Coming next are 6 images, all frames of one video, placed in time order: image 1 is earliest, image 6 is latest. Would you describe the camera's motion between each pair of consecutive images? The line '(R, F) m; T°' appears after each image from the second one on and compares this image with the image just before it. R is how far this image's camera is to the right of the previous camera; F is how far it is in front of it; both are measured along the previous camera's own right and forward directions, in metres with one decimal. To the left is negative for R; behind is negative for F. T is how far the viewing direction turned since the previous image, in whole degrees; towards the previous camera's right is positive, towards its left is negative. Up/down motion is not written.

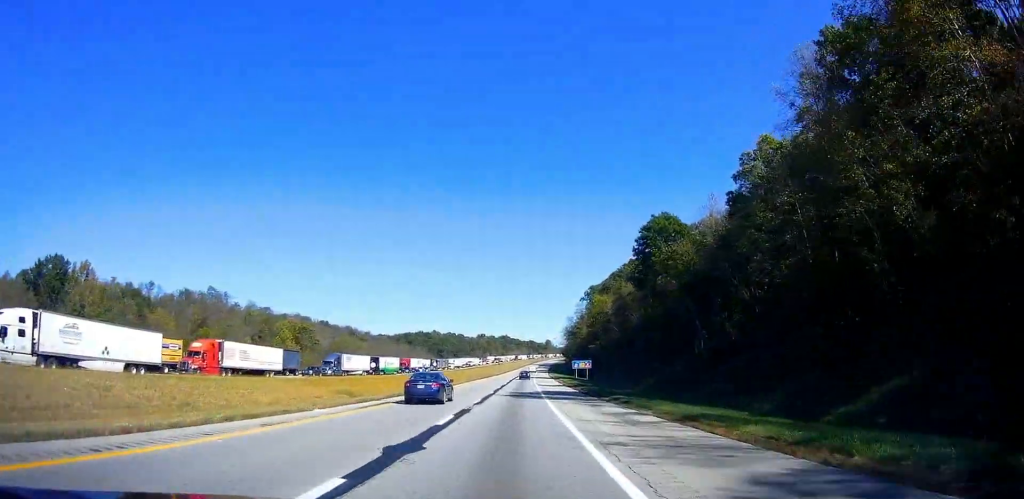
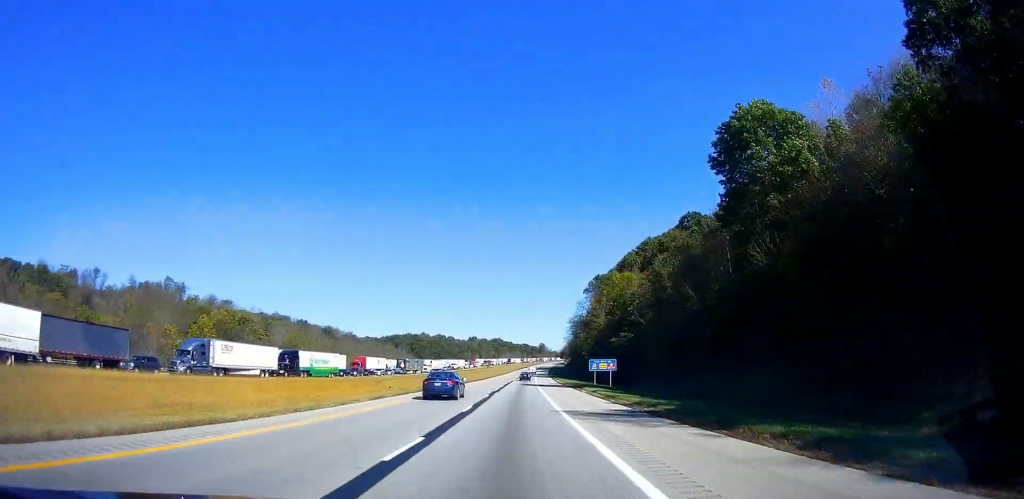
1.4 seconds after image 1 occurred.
(+0.2, +43.9) m; +2°
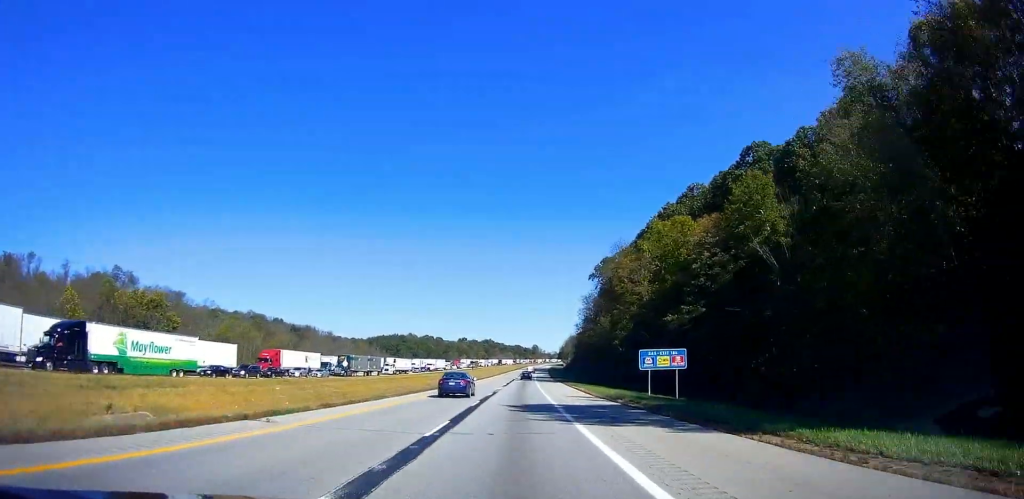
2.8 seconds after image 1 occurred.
(+0.5, +43.8) m; 0°
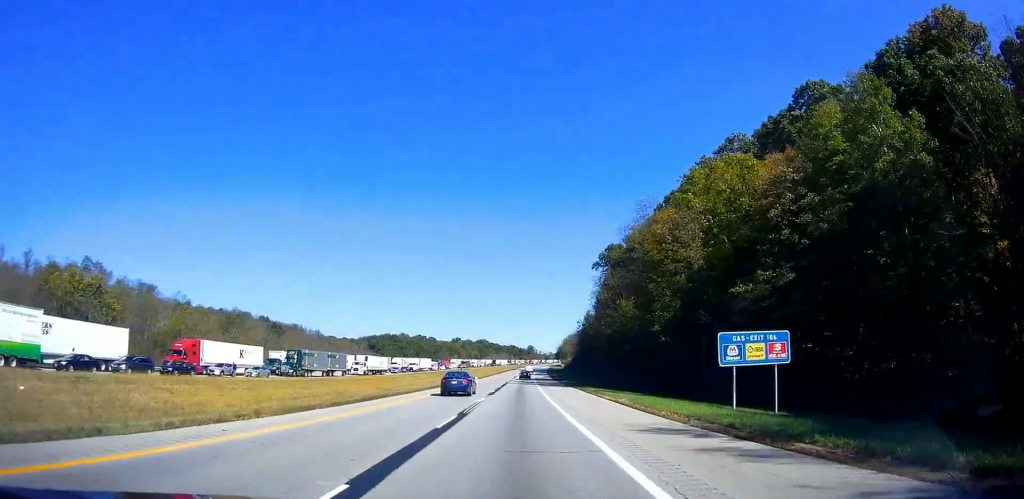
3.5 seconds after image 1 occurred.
(-0.4, +22.1) m; +1°
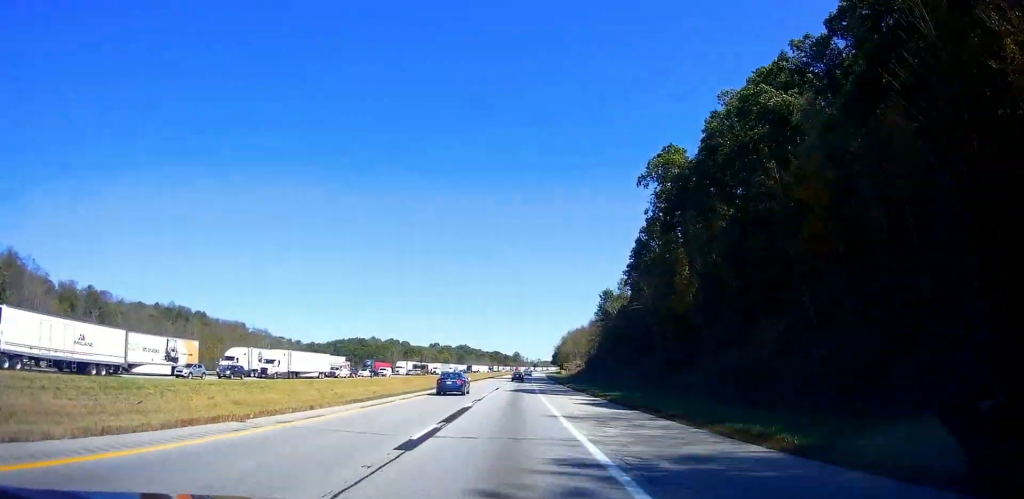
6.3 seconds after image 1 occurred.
(+2.2, +87.5) m; +2°
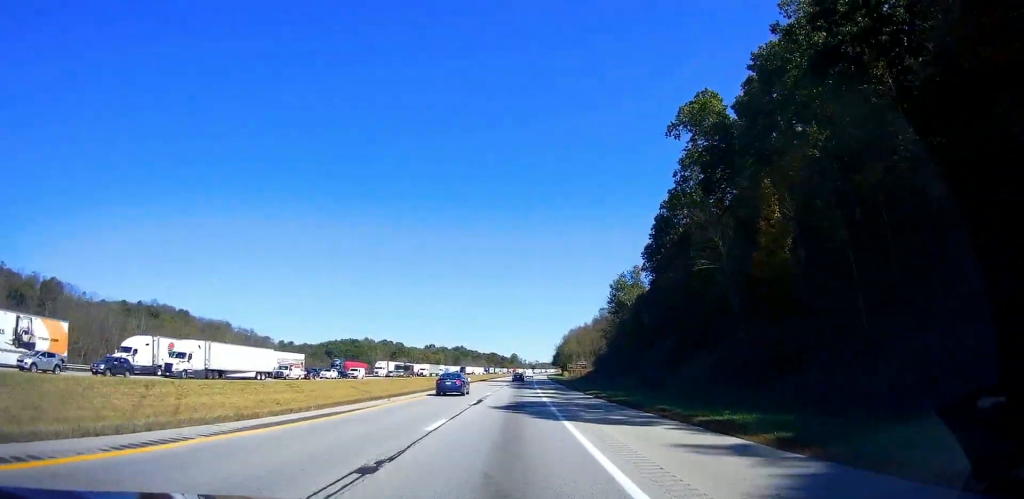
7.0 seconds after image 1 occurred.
(0.0, +22.0) m; +1°
